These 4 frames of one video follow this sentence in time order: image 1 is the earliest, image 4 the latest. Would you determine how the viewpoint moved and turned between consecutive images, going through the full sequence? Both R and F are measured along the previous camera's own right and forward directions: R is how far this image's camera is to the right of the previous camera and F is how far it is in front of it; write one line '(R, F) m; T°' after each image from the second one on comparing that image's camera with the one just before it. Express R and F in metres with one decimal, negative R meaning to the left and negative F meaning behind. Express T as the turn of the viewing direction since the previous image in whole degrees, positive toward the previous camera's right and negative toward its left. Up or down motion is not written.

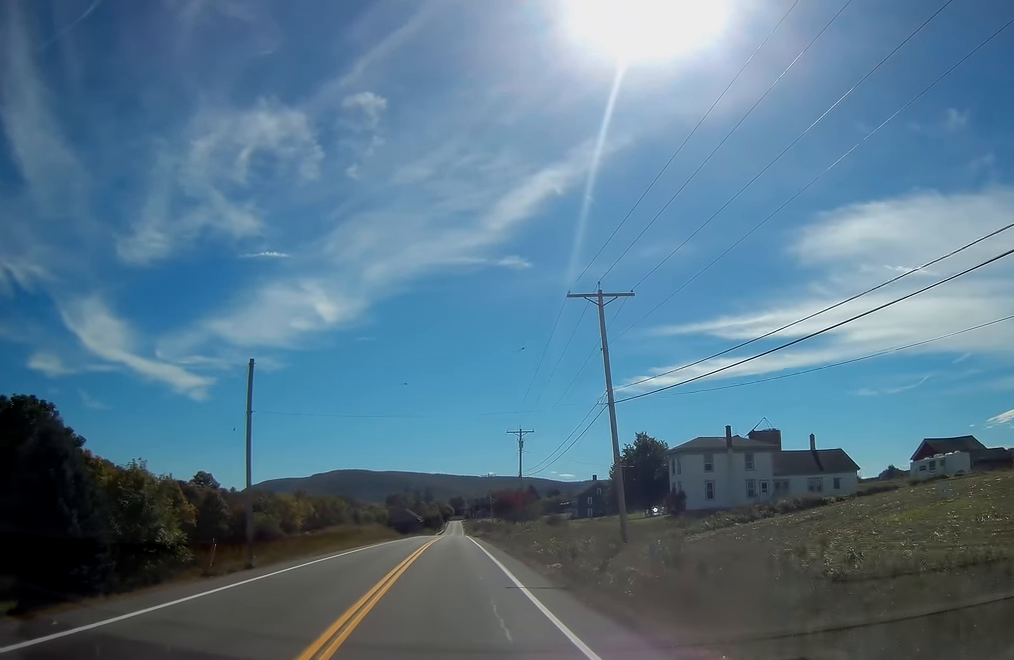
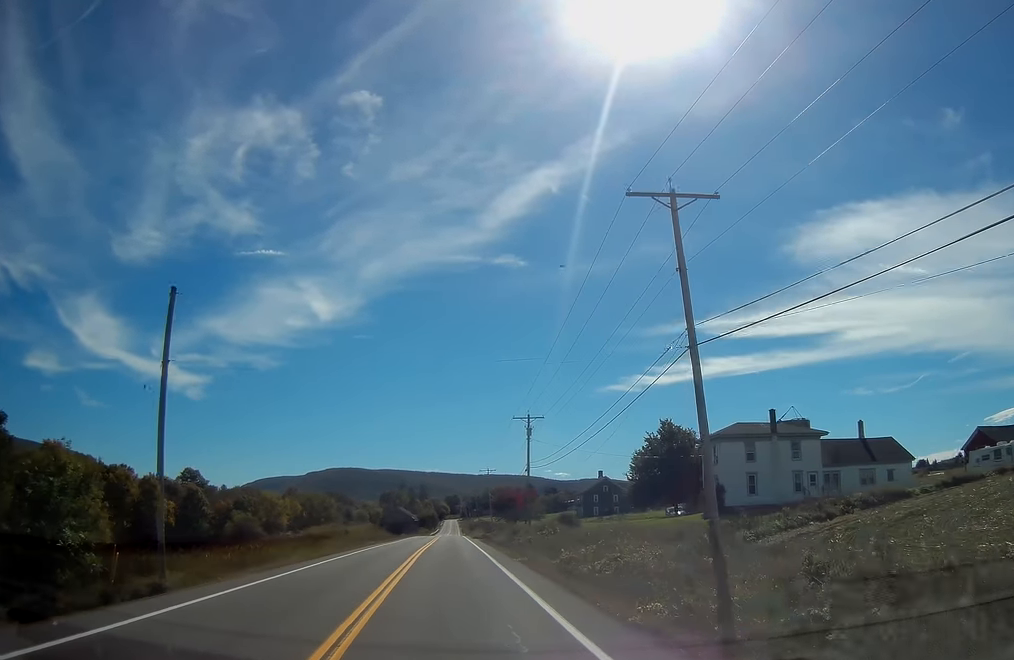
(0.0, +10.8) m; 0°
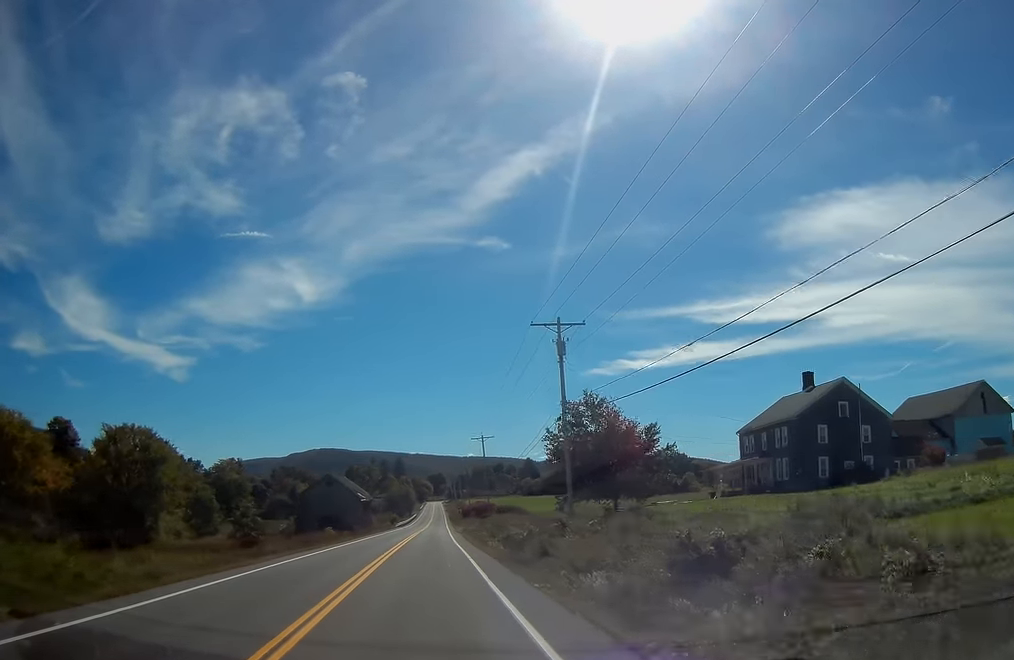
(+1.5, +96.0) m; +1°
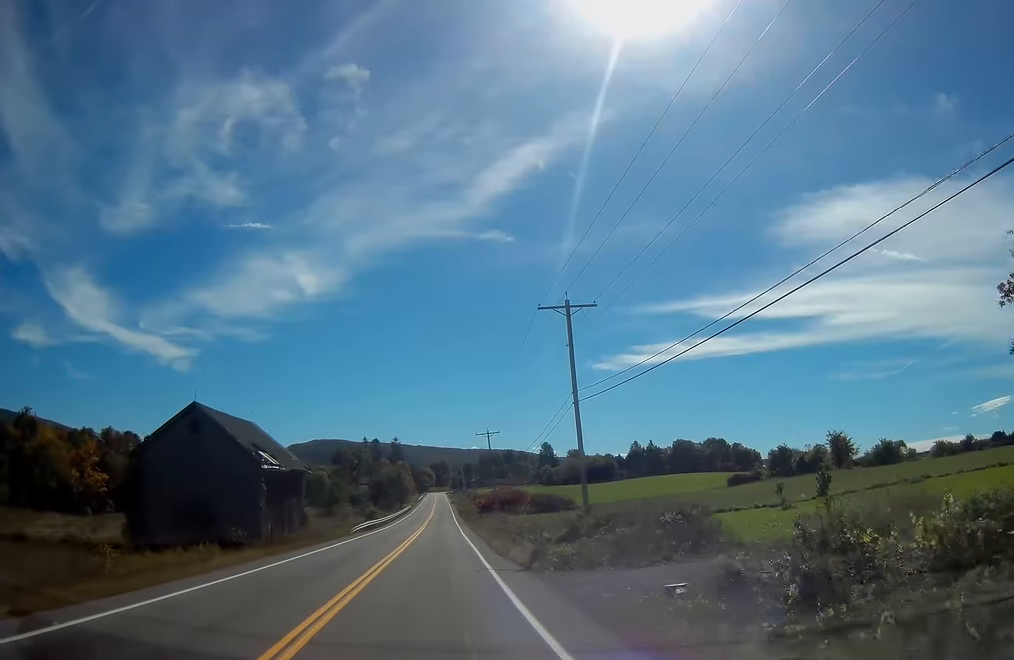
(-0.5, +59.2) m; 0°
